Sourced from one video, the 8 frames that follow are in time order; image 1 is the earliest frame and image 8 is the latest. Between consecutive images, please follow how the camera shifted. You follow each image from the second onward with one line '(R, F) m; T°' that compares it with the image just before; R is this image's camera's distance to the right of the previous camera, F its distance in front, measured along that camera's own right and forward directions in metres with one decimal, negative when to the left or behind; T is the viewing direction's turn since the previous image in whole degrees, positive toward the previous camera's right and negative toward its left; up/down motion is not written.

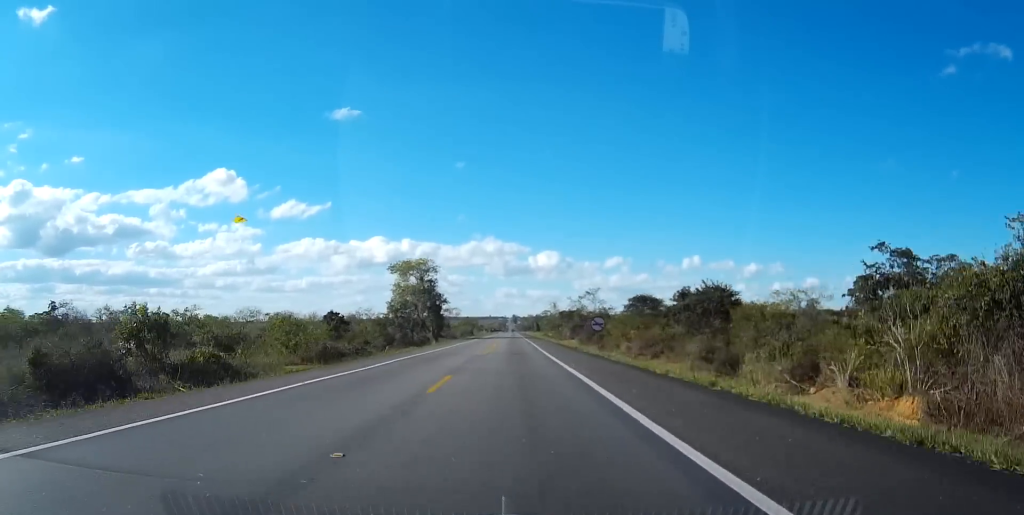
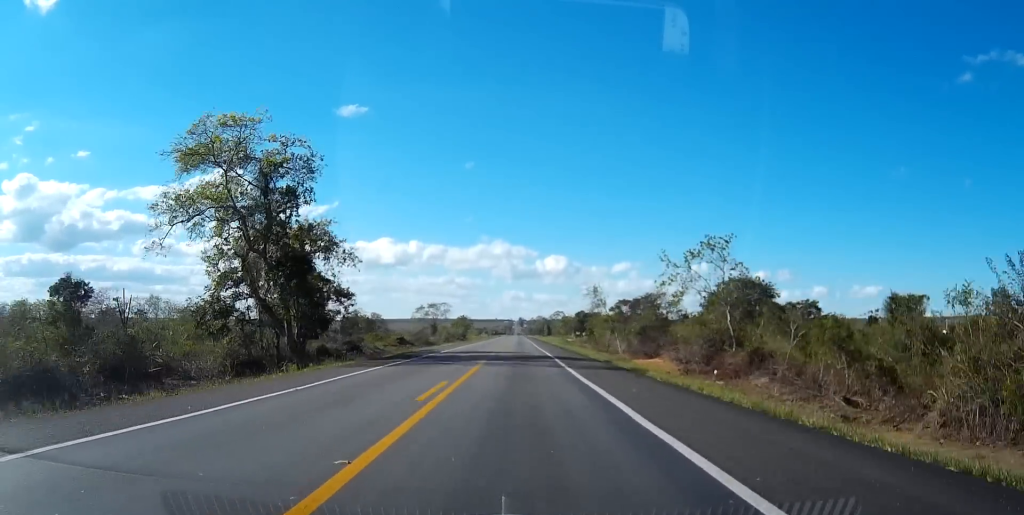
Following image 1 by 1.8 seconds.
(-0.5, +77.1) m; -1°
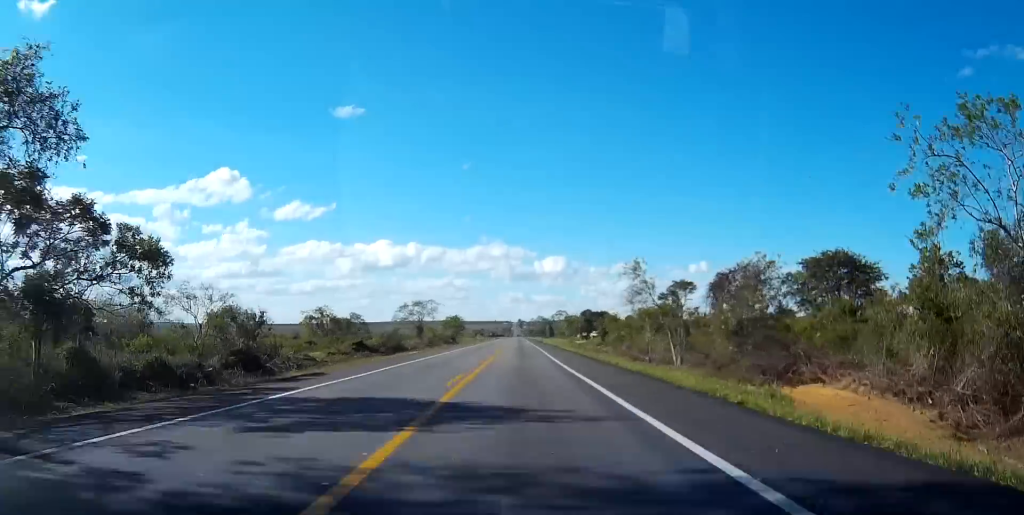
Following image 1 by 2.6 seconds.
(0.0, +34.0) m; 0°
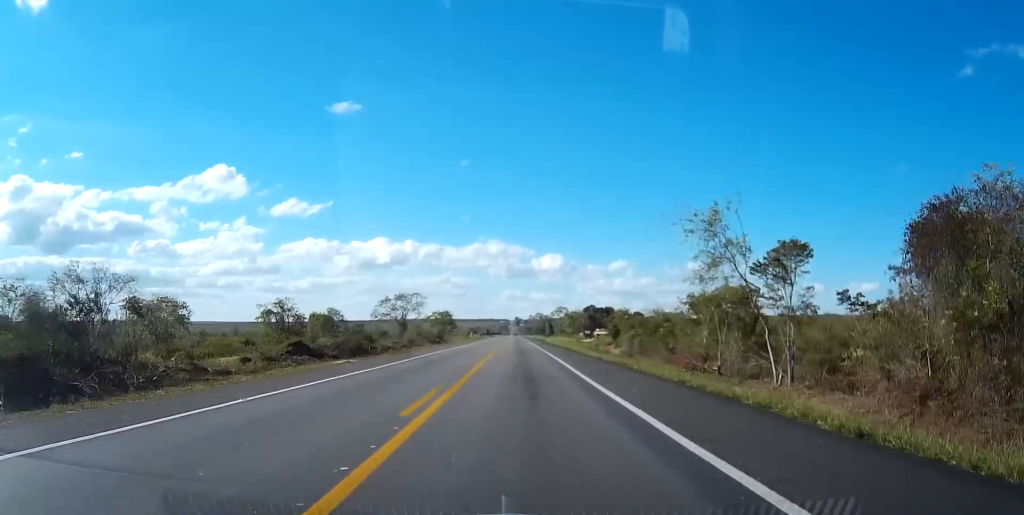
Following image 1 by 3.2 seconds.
(0.0, +25.7) m; 0°
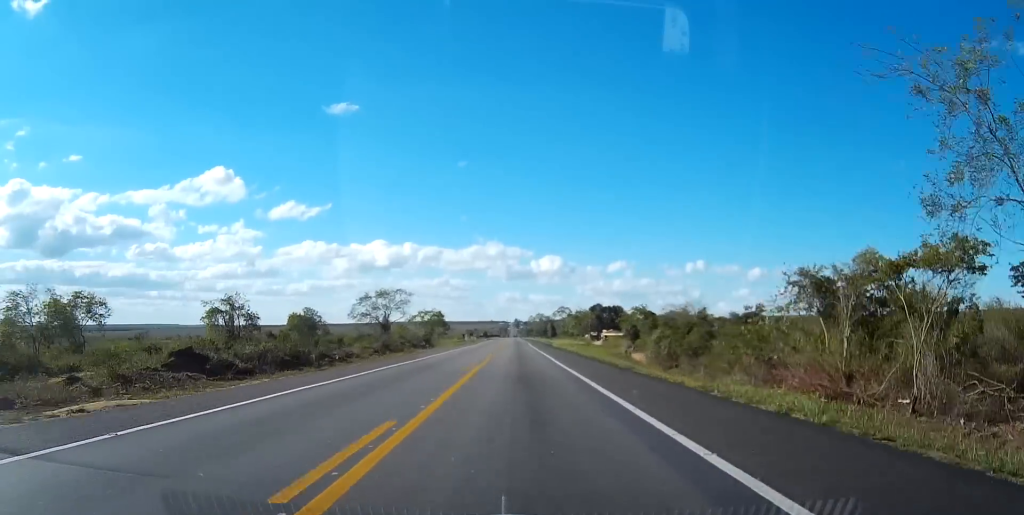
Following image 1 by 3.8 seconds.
(0.0, +24.3) m; 0°
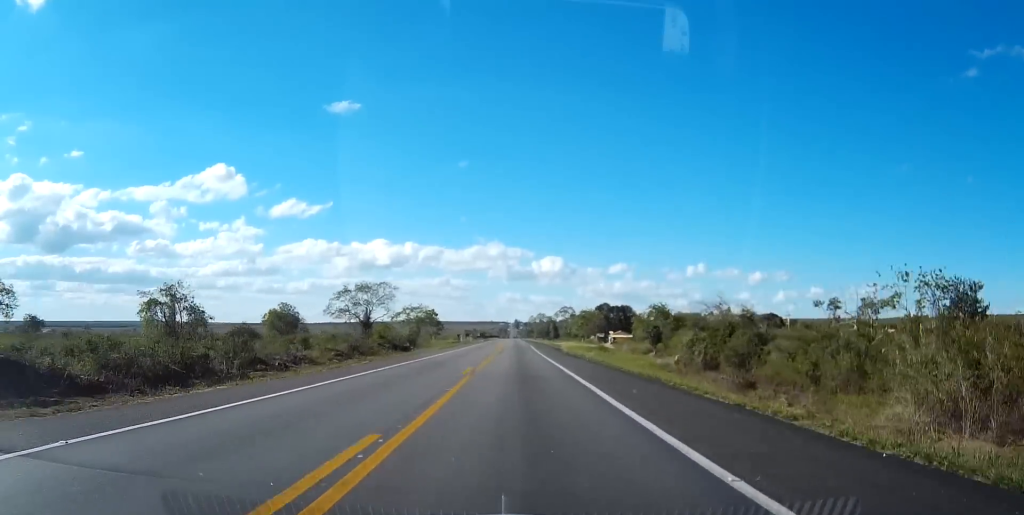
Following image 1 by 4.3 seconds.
(0.0, +20.1) m; 0°
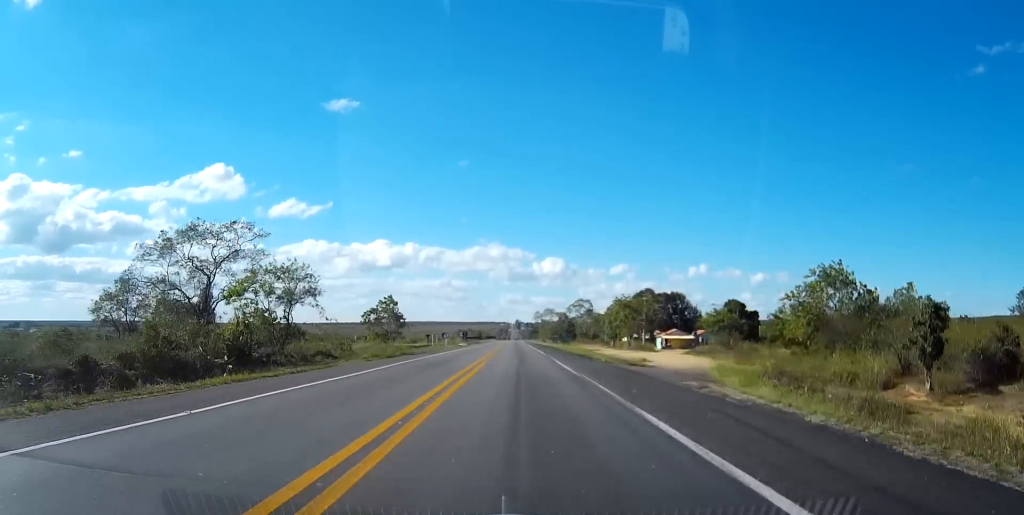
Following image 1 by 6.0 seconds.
(-0.1, +75.4) m; 0°
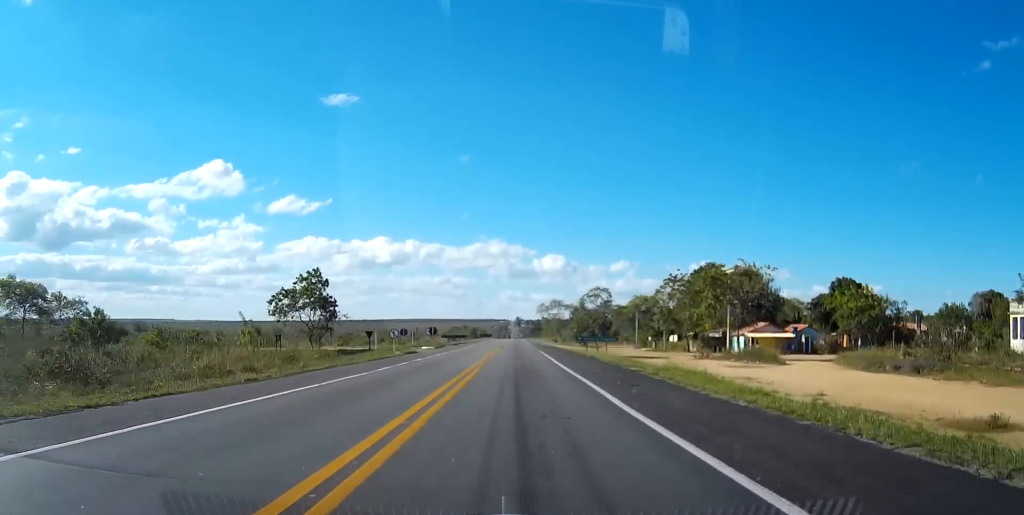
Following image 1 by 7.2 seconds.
(0.0, +54.6) m; 0°
